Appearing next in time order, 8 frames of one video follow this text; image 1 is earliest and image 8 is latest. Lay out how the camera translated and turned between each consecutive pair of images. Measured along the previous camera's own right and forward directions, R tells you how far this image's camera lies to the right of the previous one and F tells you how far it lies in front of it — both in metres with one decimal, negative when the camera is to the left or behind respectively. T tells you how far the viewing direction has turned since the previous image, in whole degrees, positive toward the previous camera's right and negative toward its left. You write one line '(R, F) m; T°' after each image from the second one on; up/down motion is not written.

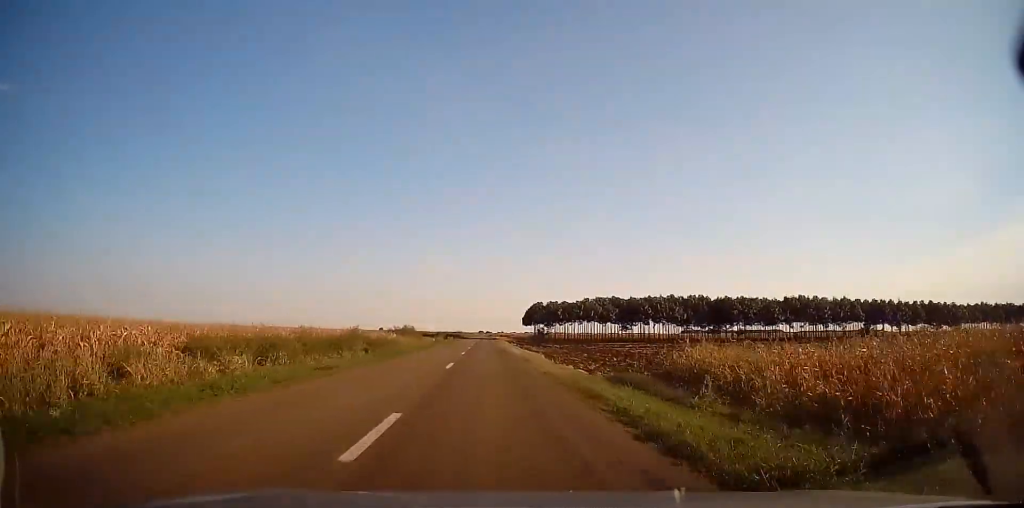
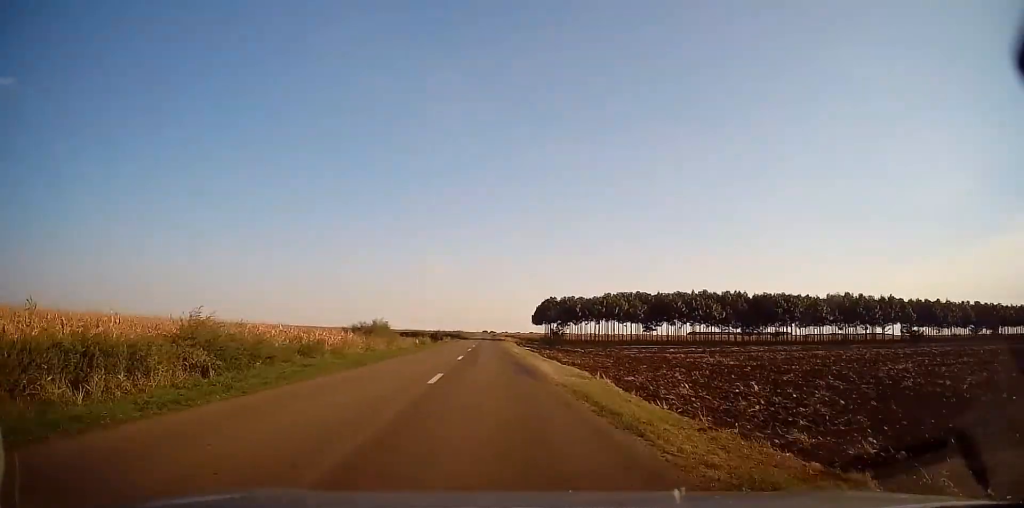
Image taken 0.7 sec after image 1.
(+0.3, +17.9) m; -1°
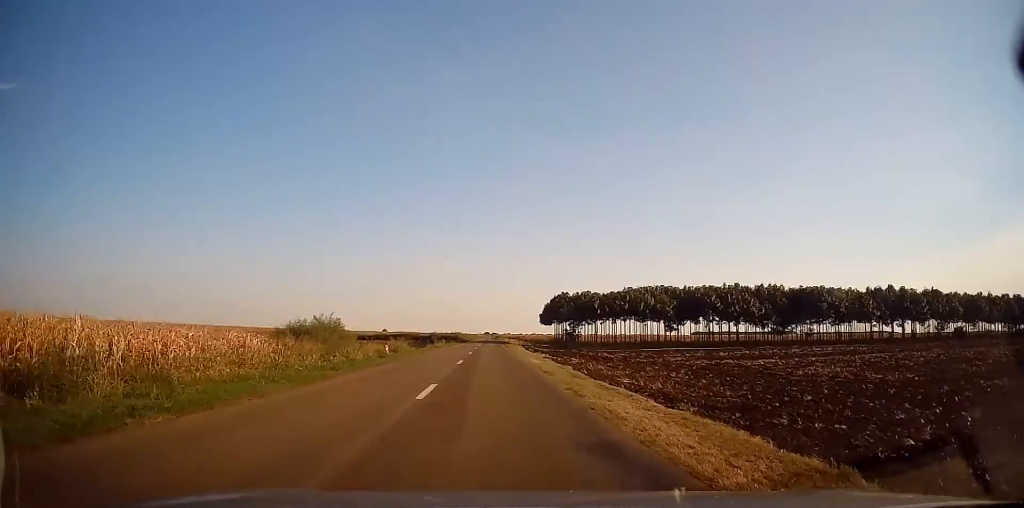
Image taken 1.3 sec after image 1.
(-0.4, +14.5) m; 0°
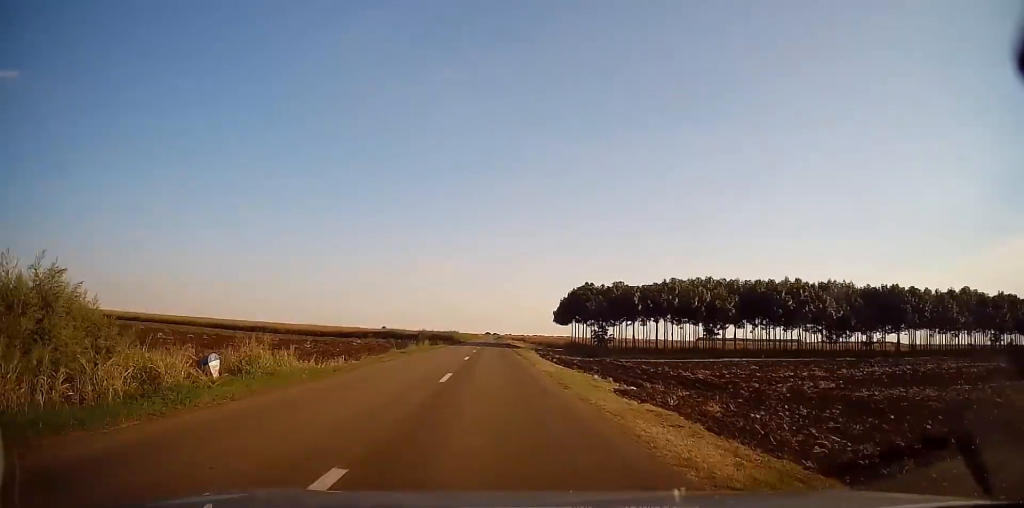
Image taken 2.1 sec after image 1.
(-0.1, +20.4) m; 0°
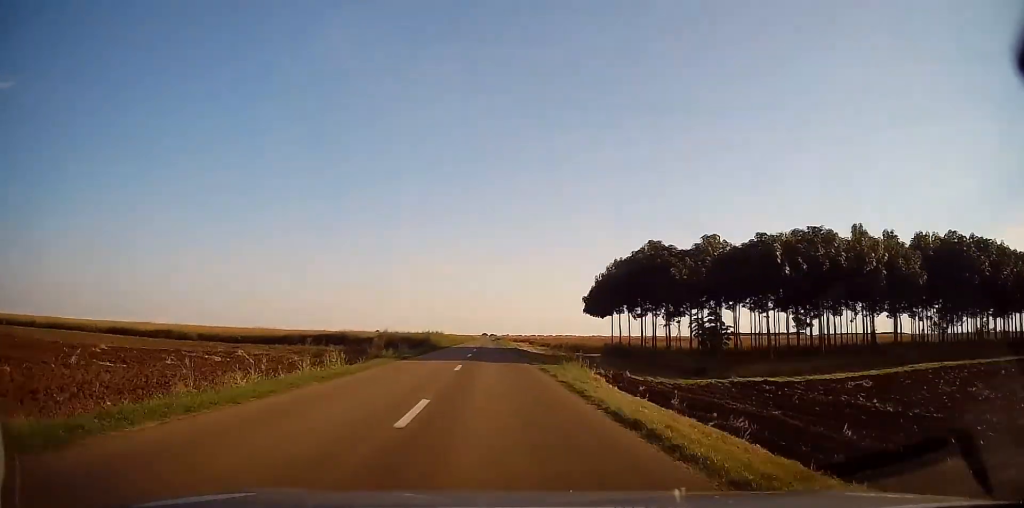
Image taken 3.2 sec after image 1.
(+0.3, +30.3) m; 0°
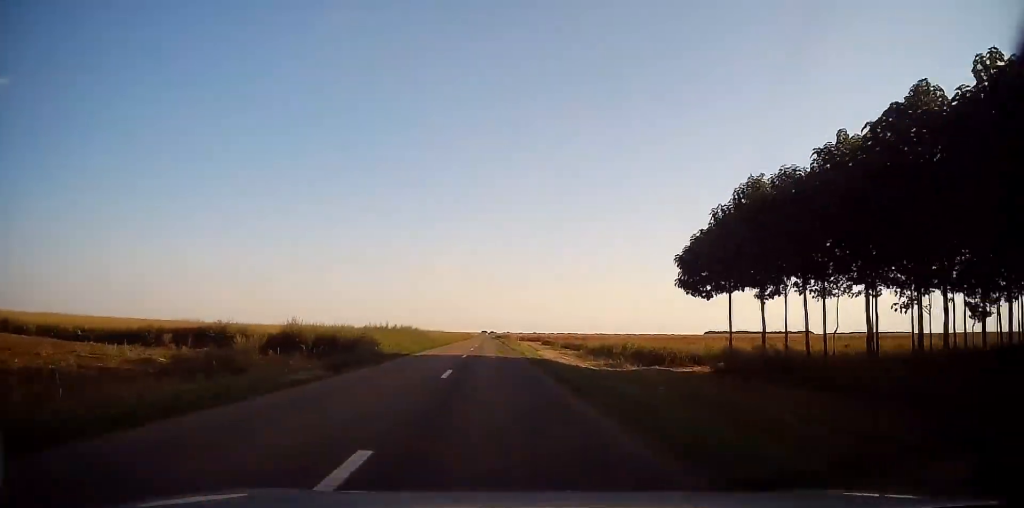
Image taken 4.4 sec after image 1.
(-0.3, +28.4) m; -1°
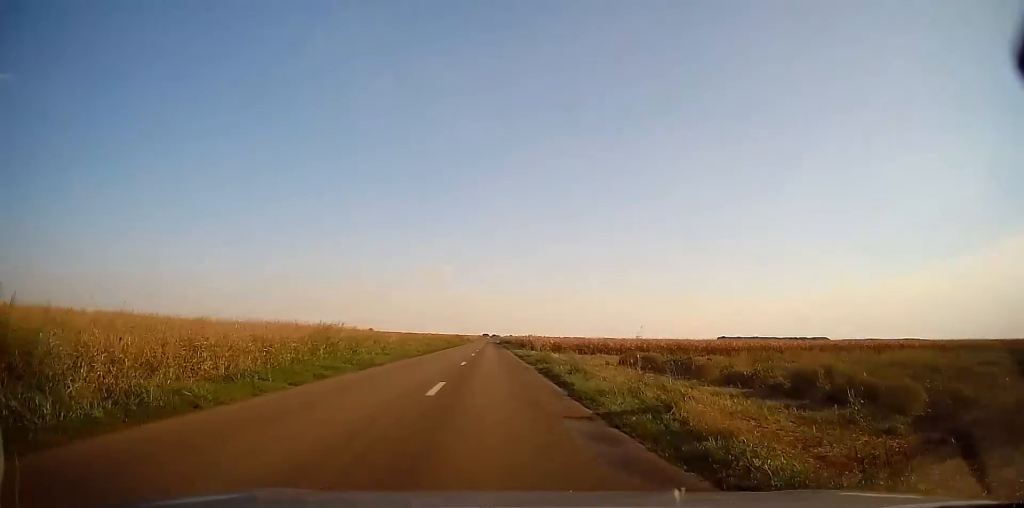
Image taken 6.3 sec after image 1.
(+0.4, +51.4) m; +1°
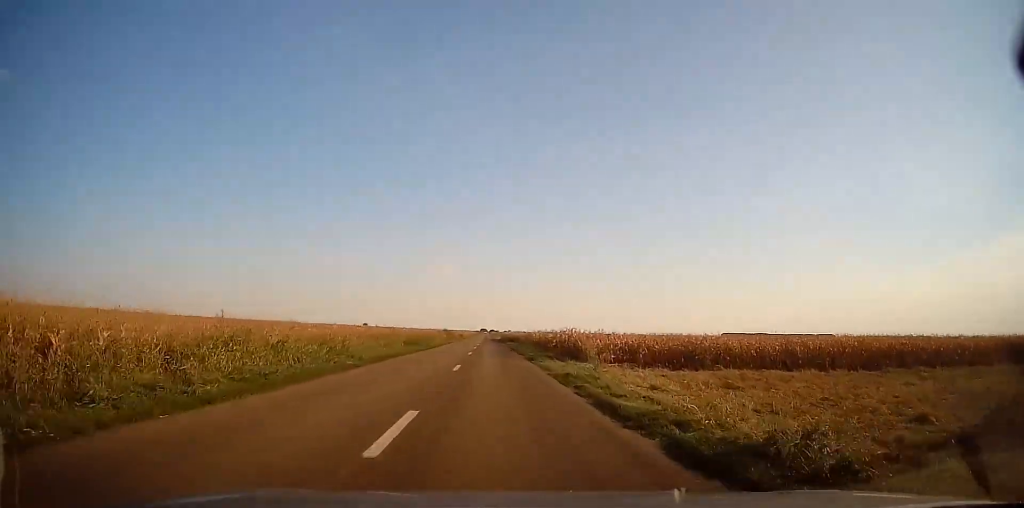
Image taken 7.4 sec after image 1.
(+0.1, +29.6) m; 0°
